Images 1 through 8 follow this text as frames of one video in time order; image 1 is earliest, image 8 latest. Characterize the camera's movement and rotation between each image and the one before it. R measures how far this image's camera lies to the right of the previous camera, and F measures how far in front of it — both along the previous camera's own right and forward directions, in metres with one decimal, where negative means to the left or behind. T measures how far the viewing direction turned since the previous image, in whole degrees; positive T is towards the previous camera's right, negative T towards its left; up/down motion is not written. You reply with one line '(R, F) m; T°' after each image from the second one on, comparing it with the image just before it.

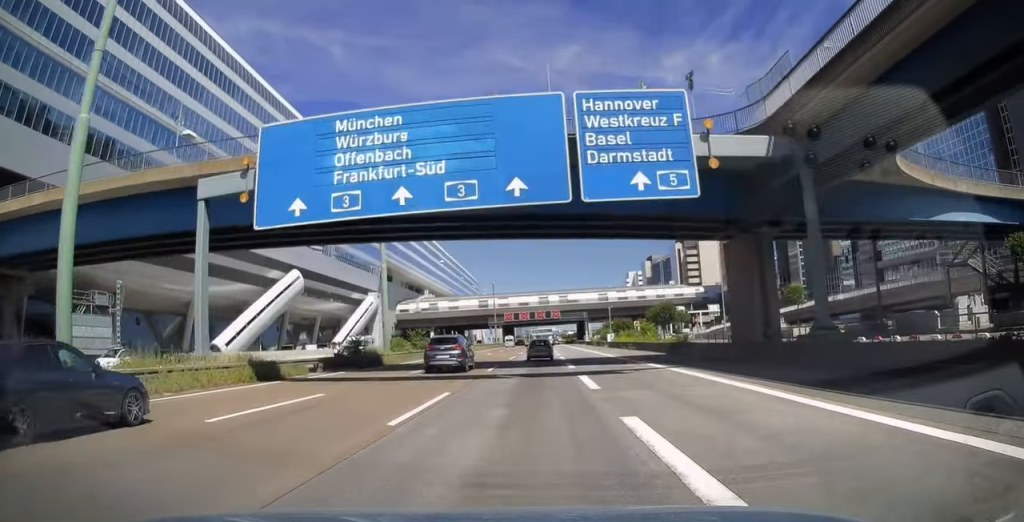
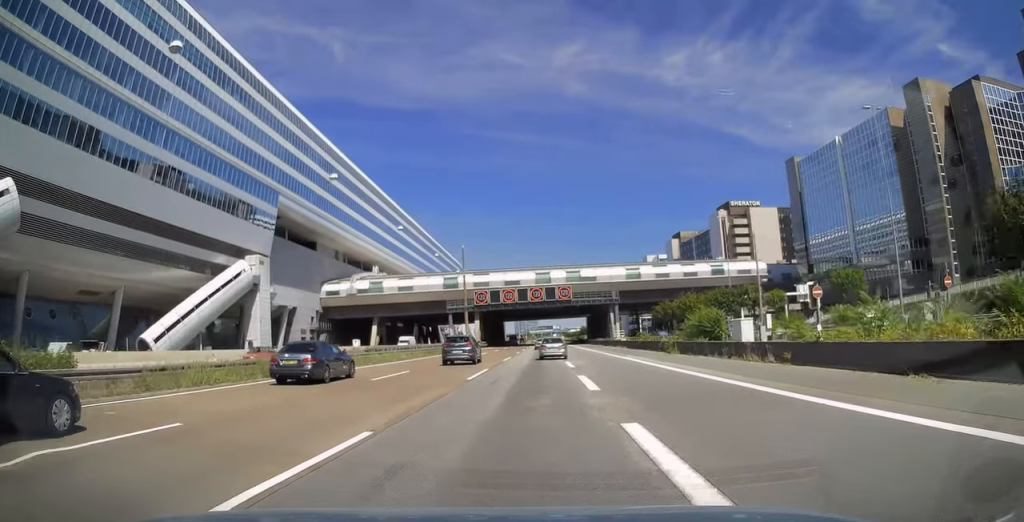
(+1.2, +60.1) m; +1°
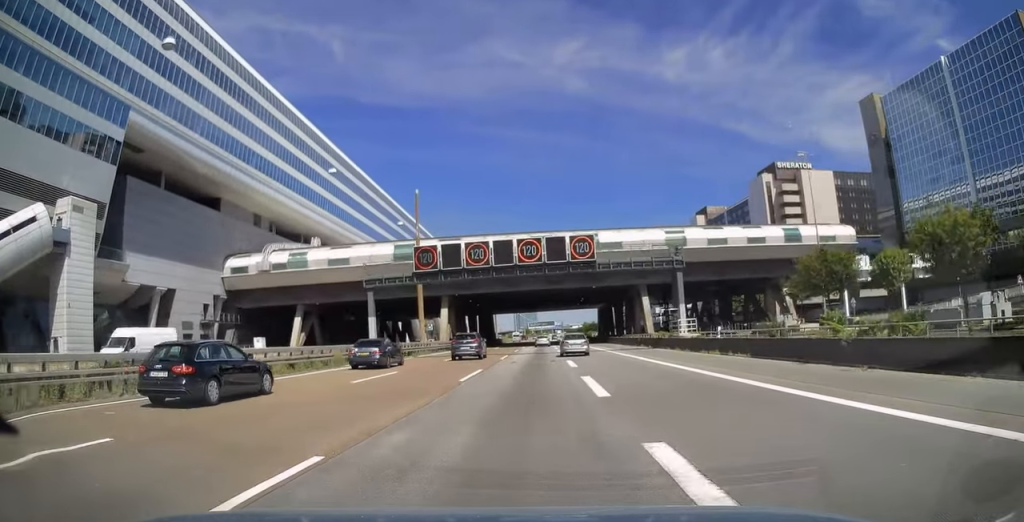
(-0.6, +37.5) m; -1°
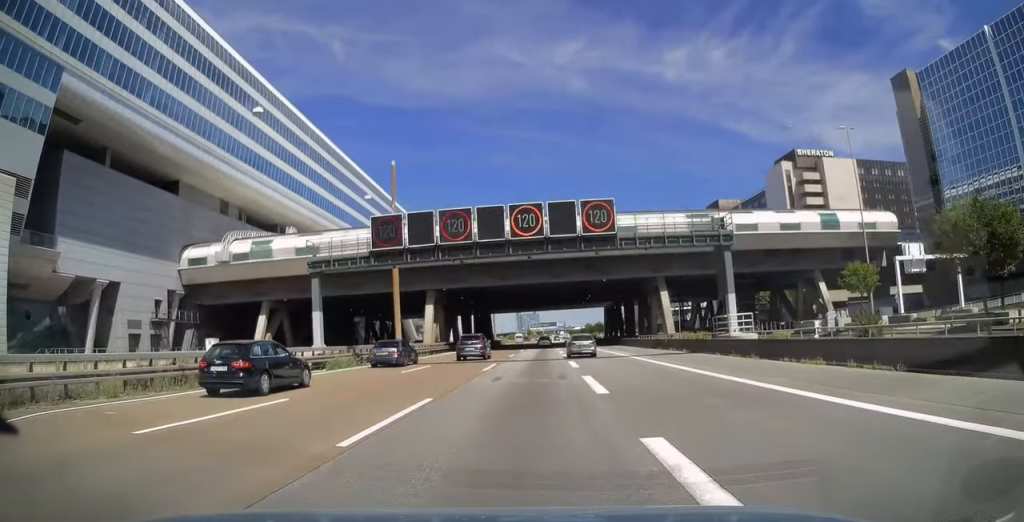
(0.0, +11.2) m; 0°
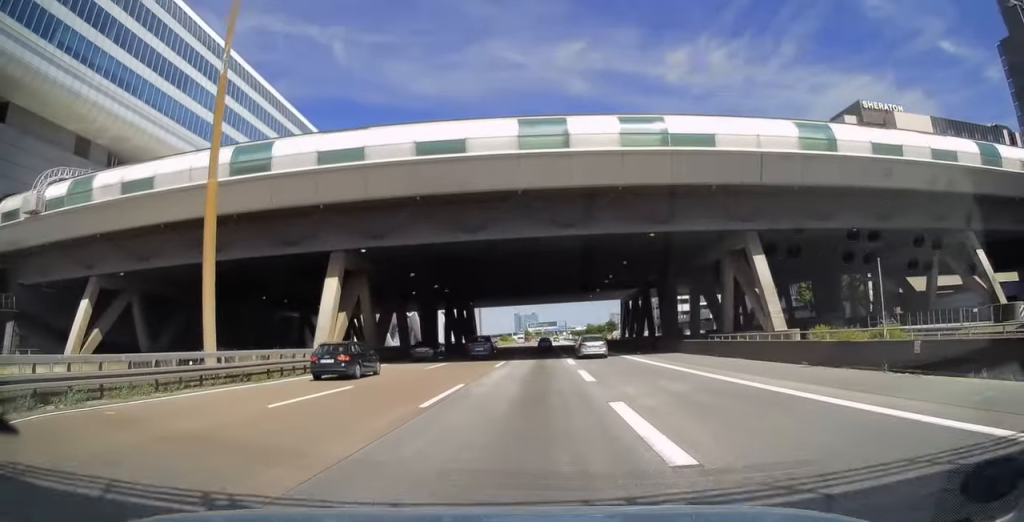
(+0.3, +30.9) m; 0°
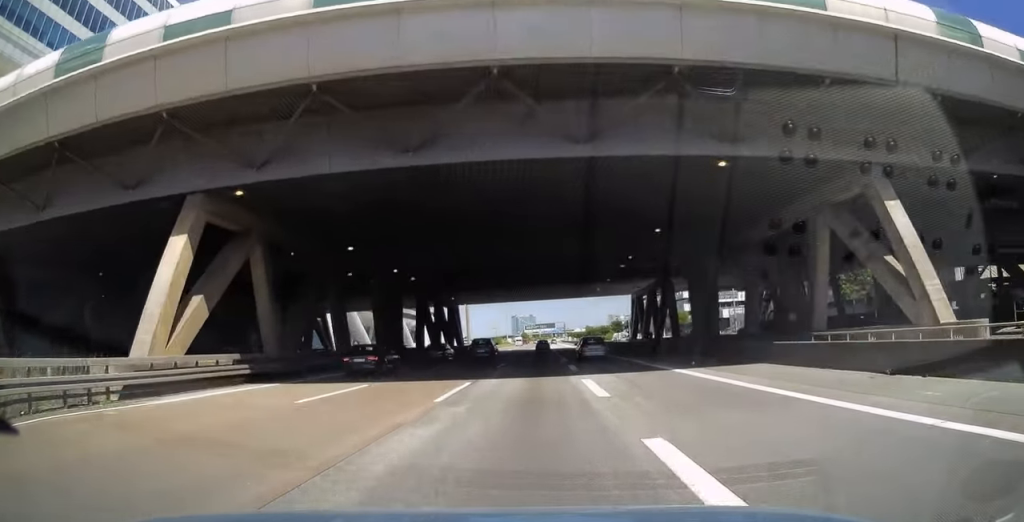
(0.0, +16.2) m; -1°
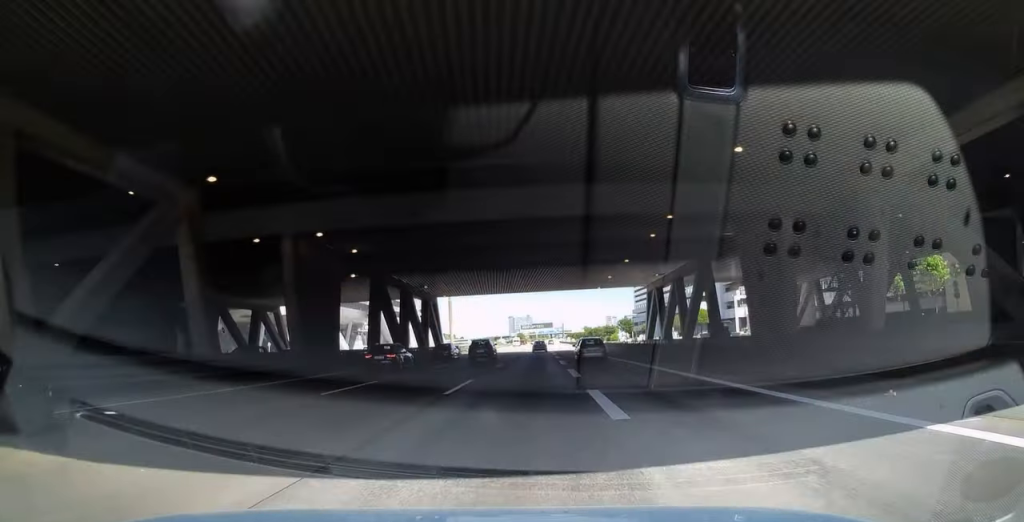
(-0.1, +15.8) m; -1°
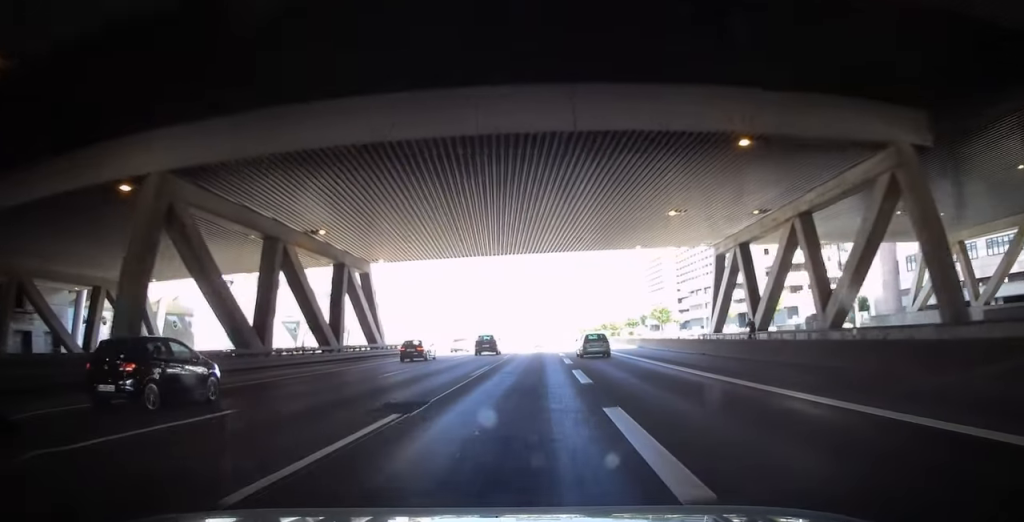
(-0.5, +28.4) m; -2°
